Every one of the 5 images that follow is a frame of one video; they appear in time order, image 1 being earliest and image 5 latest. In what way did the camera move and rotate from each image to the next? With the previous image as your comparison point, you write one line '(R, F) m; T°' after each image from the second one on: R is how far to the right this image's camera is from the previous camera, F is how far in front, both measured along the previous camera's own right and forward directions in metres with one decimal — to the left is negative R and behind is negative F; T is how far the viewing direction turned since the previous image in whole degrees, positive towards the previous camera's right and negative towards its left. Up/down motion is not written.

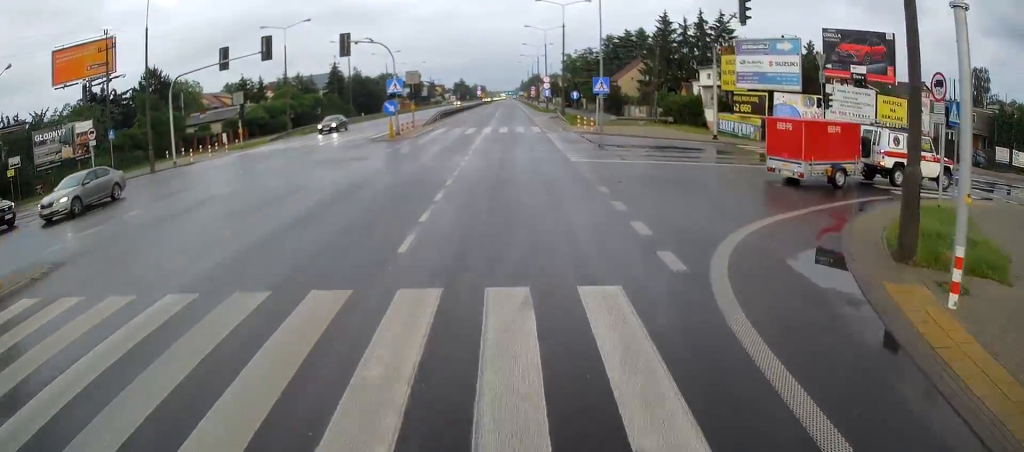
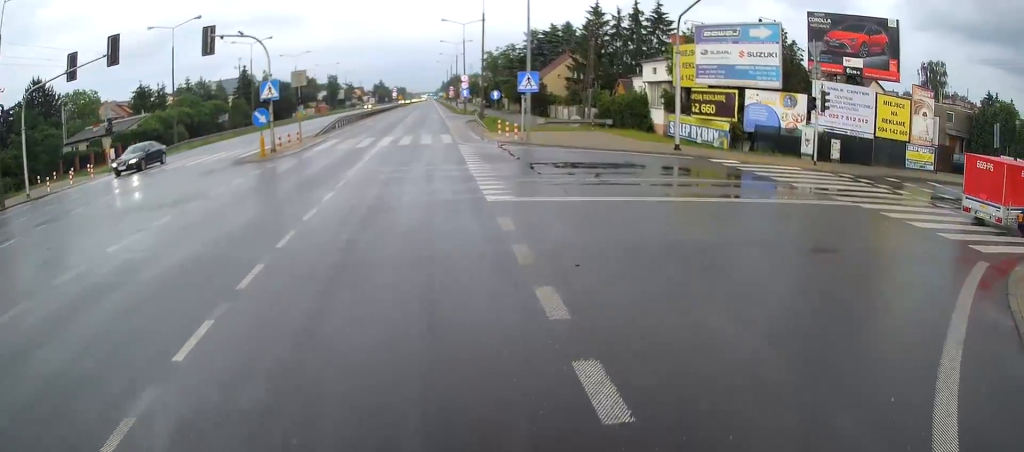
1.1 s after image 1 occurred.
(+0.9, +8.3) m; +21°
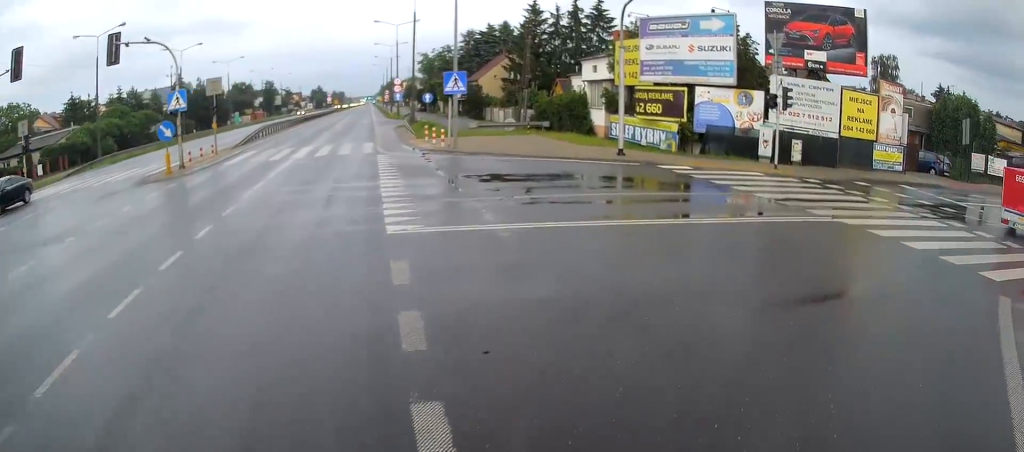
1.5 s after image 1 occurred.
(+0.5, +2.9) m; +9°
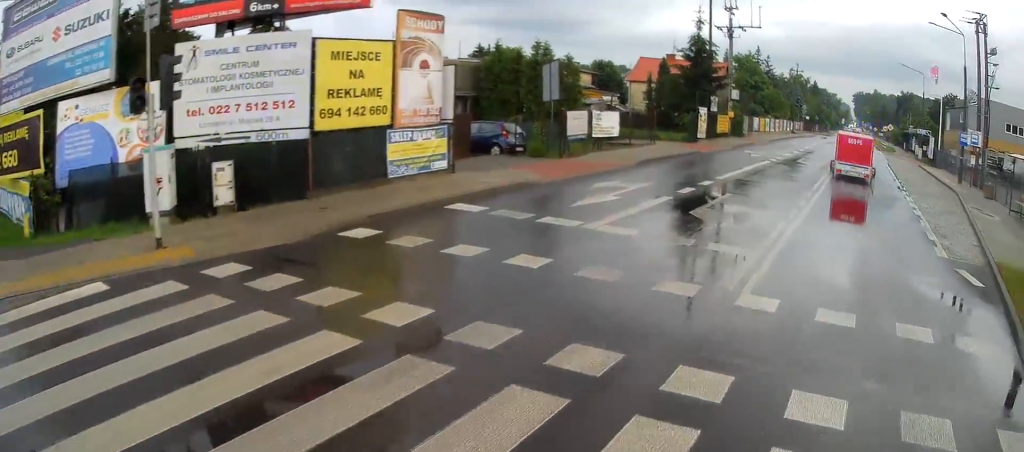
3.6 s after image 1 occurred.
(+4.3, +14.4) m; +22°
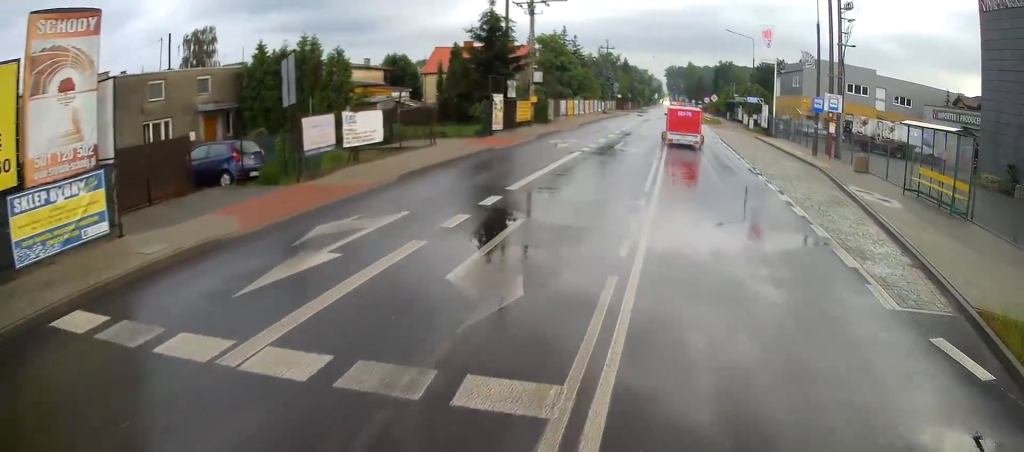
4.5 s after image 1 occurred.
(+0.1, +5.8) m; +7°
